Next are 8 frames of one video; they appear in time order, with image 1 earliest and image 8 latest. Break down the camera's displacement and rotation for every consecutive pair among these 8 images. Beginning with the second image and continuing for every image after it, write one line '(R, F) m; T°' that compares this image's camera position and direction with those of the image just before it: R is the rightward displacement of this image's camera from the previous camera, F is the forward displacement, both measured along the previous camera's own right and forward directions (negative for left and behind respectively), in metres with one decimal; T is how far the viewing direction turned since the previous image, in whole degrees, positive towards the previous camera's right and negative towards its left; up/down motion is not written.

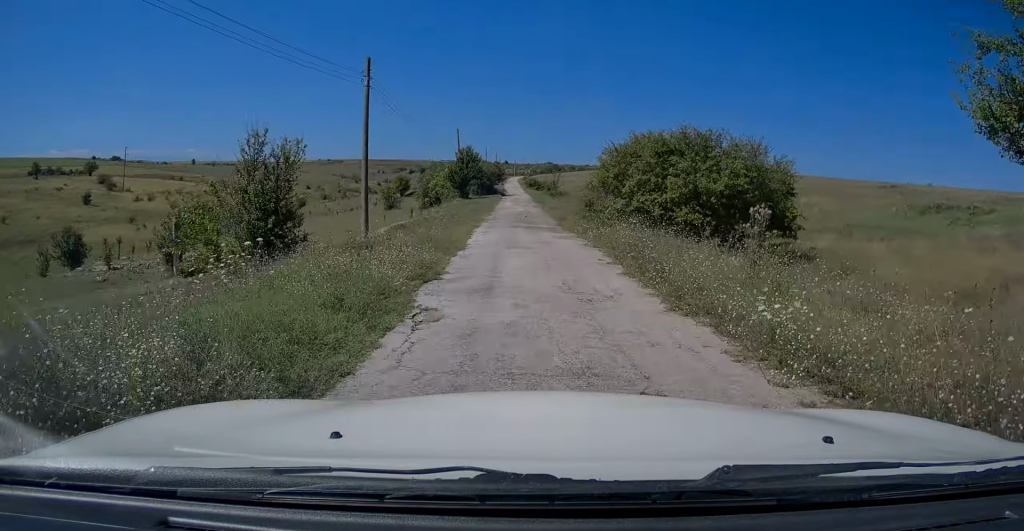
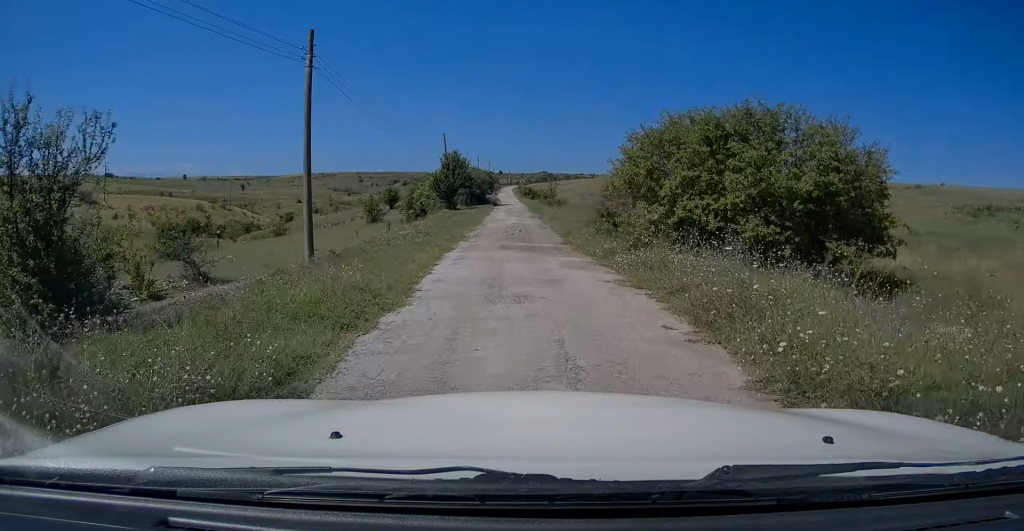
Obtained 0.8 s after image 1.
(0.0, +6.0) m; 0°
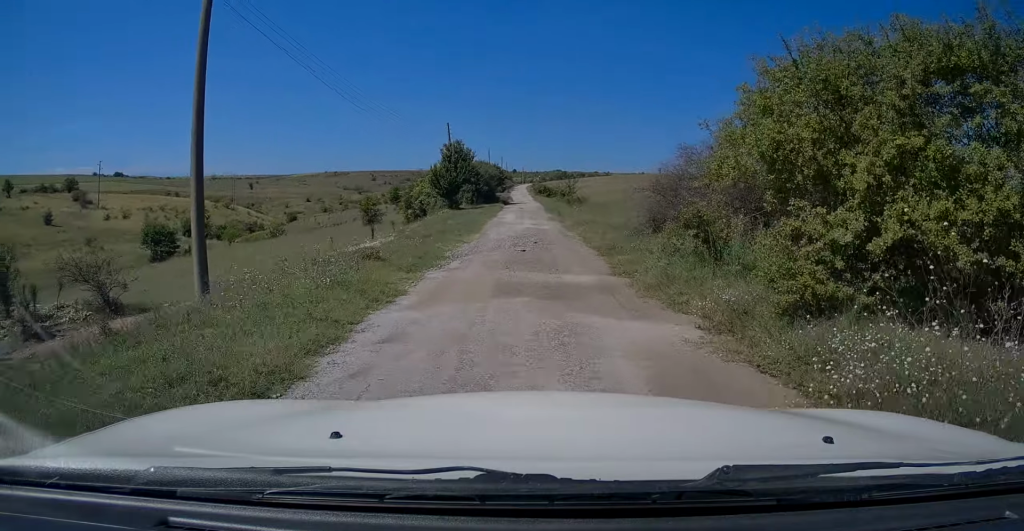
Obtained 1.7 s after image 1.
(0.0, +7.3) m; 0°
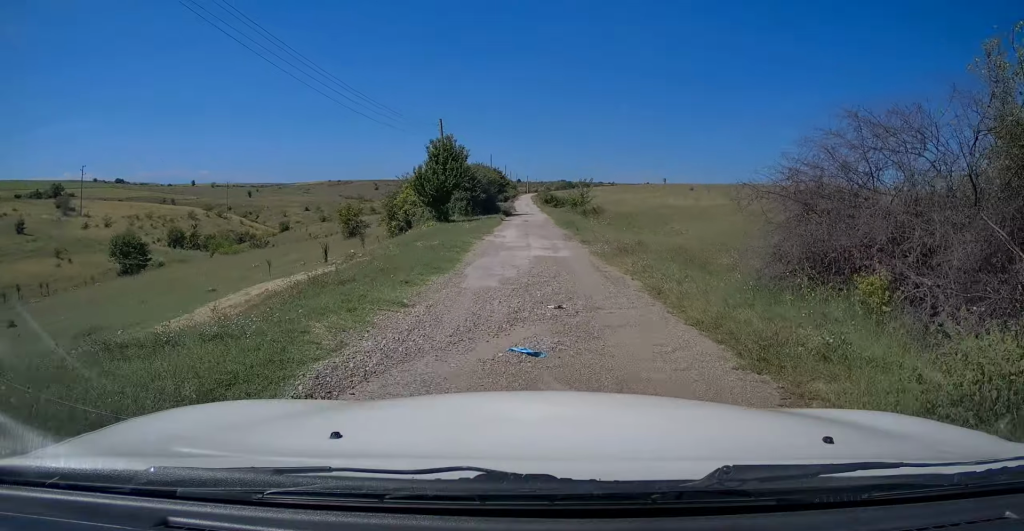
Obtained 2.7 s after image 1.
(-0.1, +8.2) m; 0°
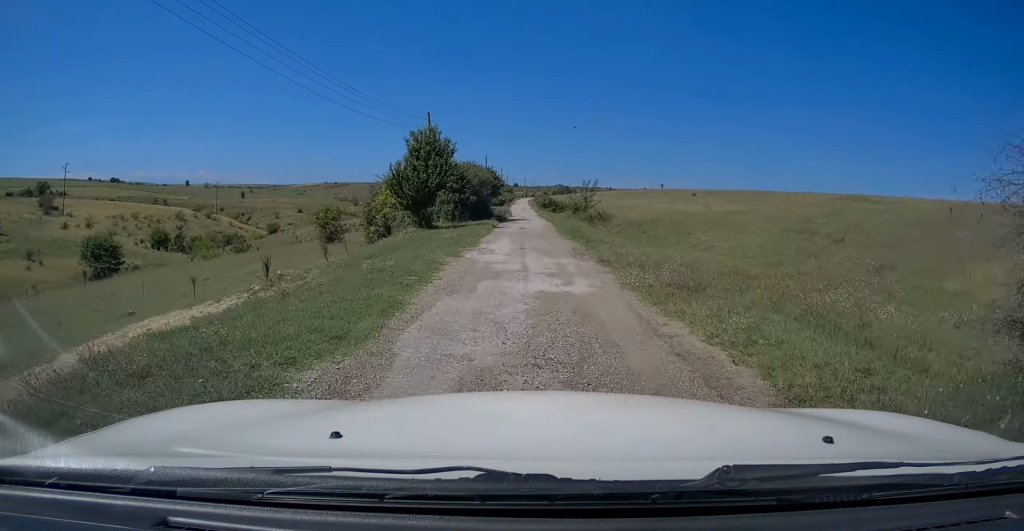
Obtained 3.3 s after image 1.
(0.0, +5.2) m; 0°
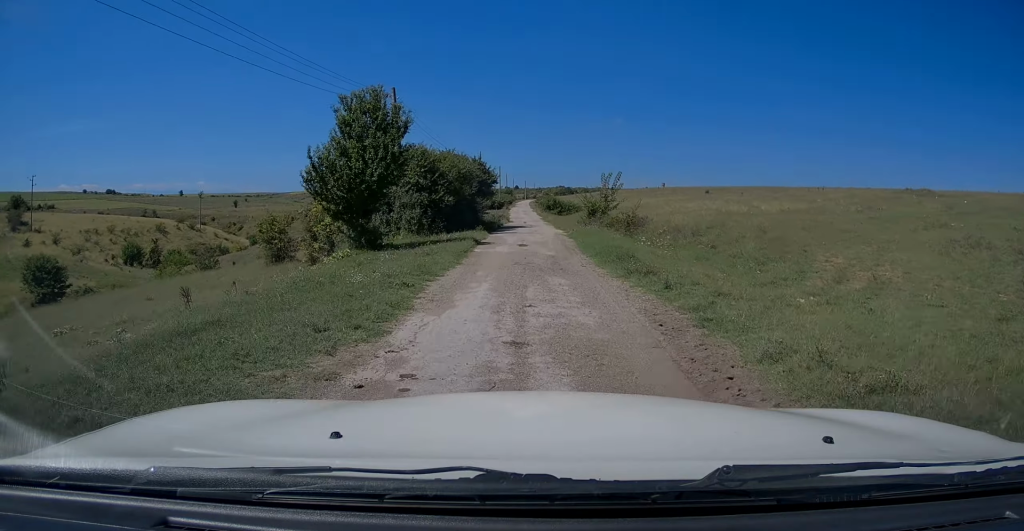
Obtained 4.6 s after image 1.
(-0.1, +10.7) m; +2°
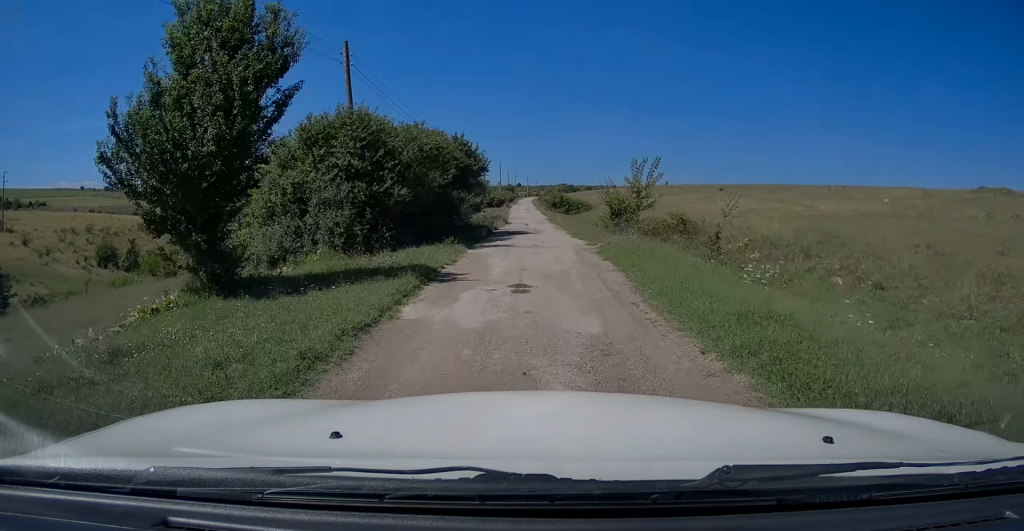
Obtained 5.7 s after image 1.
(+0.5, +9.1) m; 0°
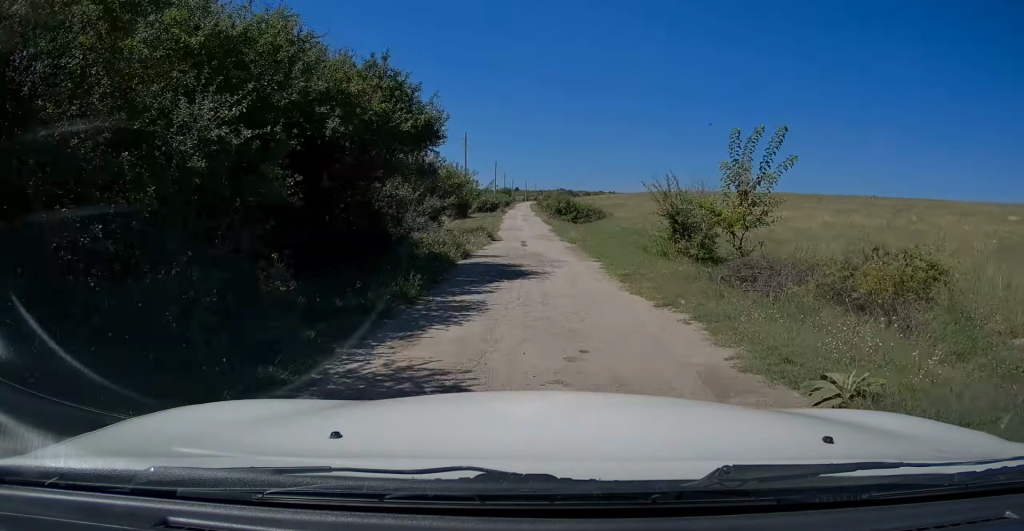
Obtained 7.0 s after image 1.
(-0.7, +12.0) m; -3°
